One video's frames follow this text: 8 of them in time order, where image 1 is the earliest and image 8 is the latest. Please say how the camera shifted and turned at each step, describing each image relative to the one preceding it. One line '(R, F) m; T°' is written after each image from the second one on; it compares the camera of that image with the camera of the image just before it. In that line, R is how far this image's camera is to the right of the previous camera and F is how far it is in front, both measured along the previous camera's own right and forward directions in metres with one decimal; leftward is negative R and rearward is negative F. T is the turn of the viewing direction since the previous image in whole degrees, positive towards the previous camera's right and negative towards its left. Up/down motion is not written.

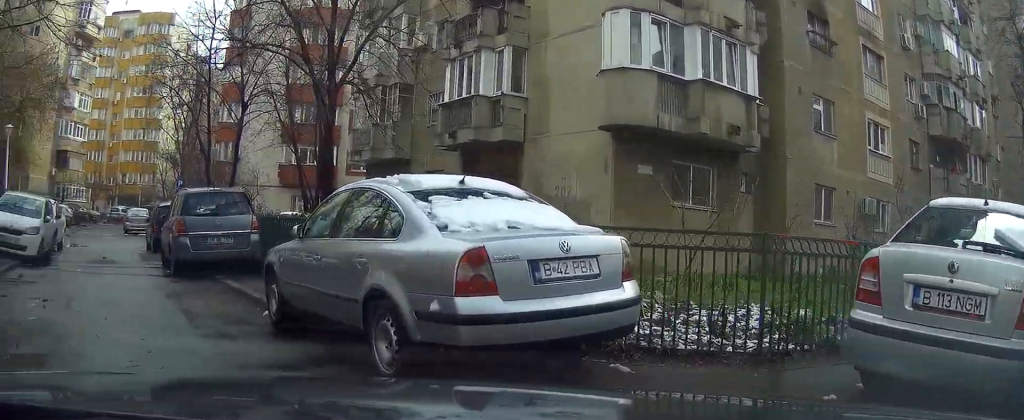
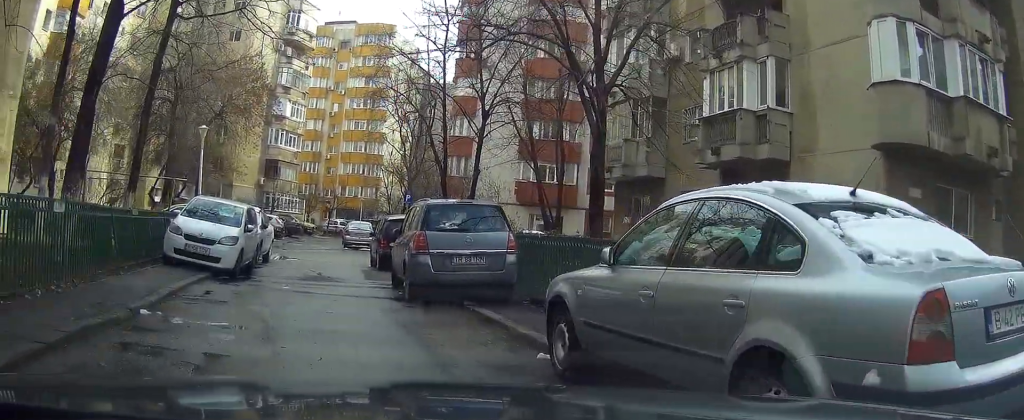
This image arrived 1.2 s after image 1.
(-0.2, +1.7) m; -20°
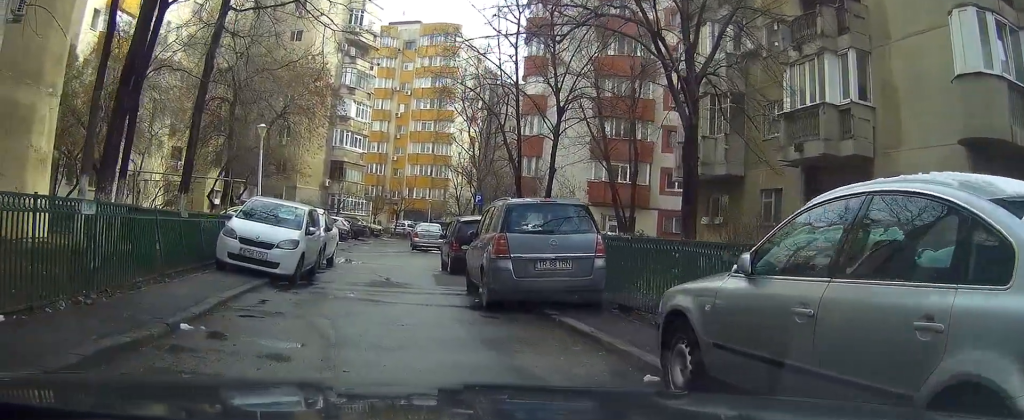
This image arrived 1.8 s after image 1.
(-0.1, +1.1) m; -13°
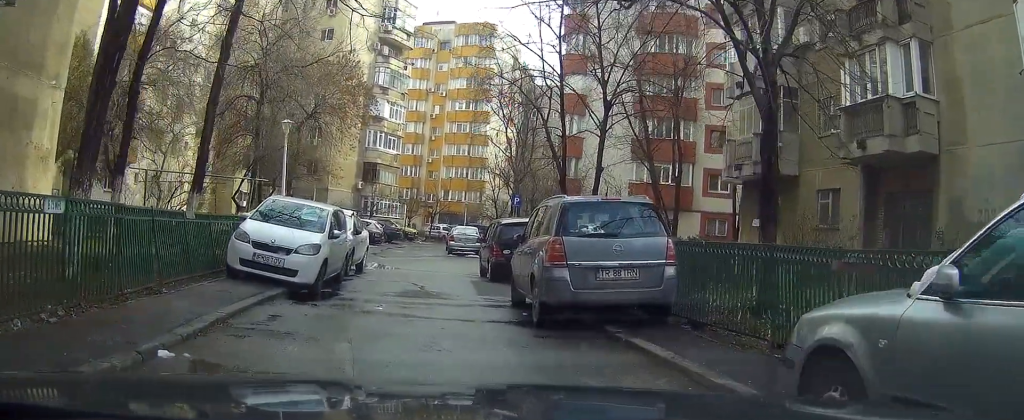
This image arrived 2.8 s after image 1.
(-0.2, +1.6) m; -6°
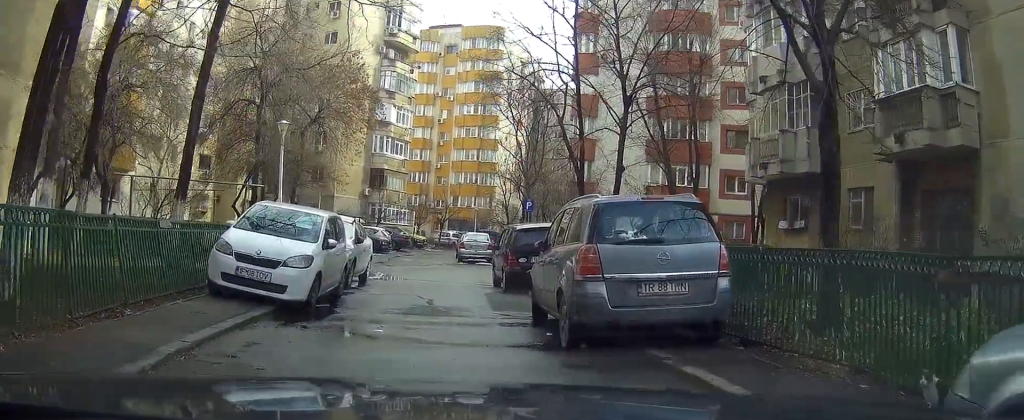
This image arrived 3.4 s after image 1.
(0.0, +1.5) m; -3°
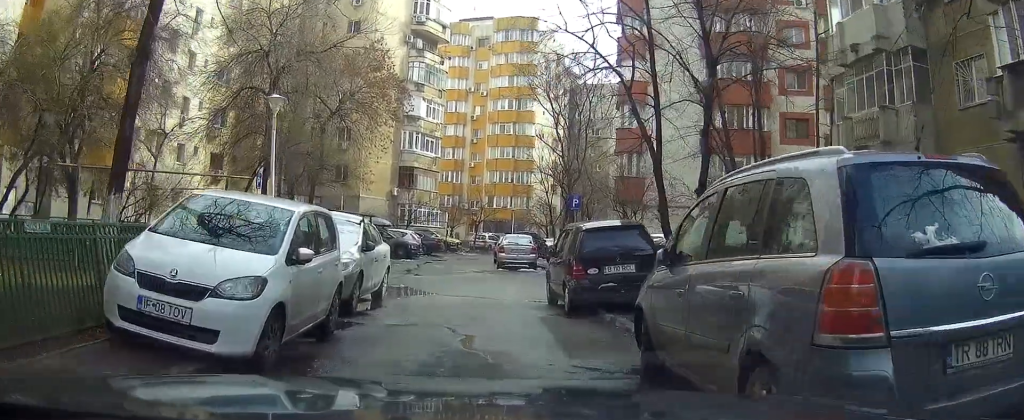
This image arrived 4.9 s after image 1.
(-0.5, +4.1) m; -24°
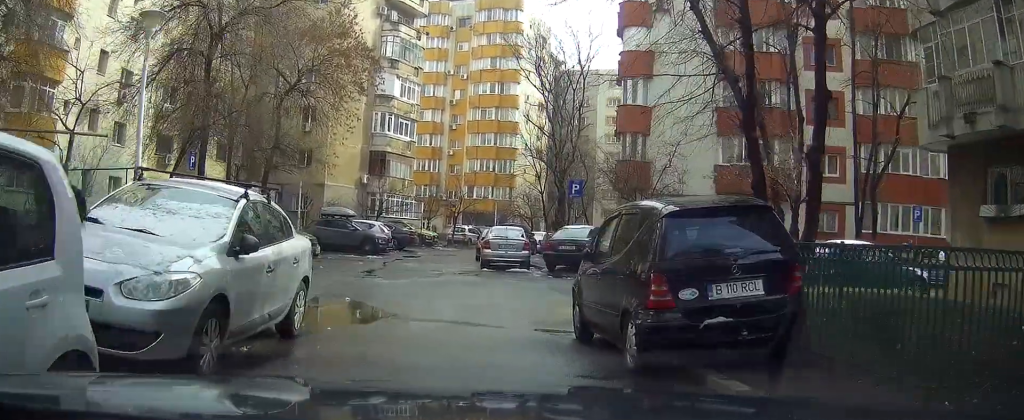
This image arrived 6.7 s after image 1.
(-2.9, +5.7) m; -35°
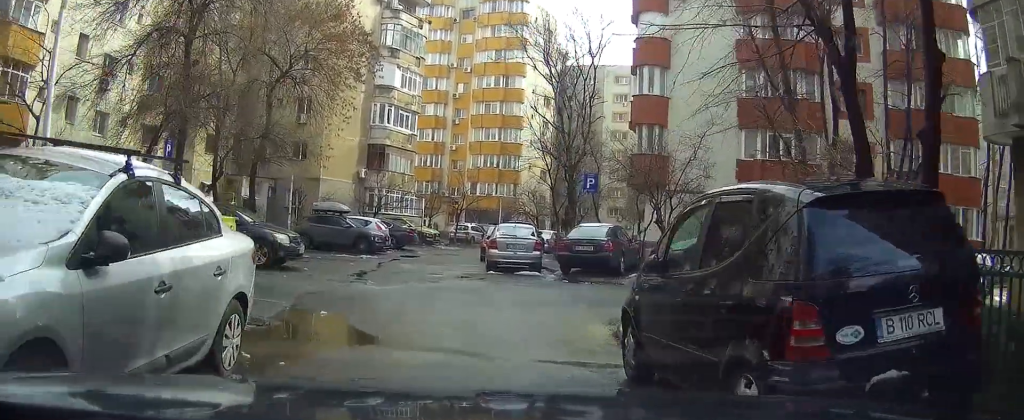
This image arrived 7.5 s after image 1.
(+0.1, +3.2) m; +9°
